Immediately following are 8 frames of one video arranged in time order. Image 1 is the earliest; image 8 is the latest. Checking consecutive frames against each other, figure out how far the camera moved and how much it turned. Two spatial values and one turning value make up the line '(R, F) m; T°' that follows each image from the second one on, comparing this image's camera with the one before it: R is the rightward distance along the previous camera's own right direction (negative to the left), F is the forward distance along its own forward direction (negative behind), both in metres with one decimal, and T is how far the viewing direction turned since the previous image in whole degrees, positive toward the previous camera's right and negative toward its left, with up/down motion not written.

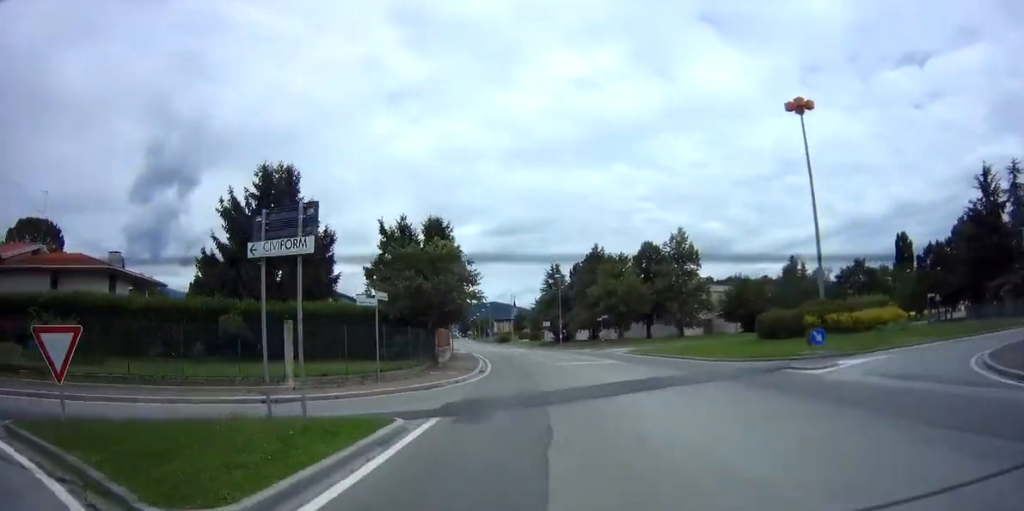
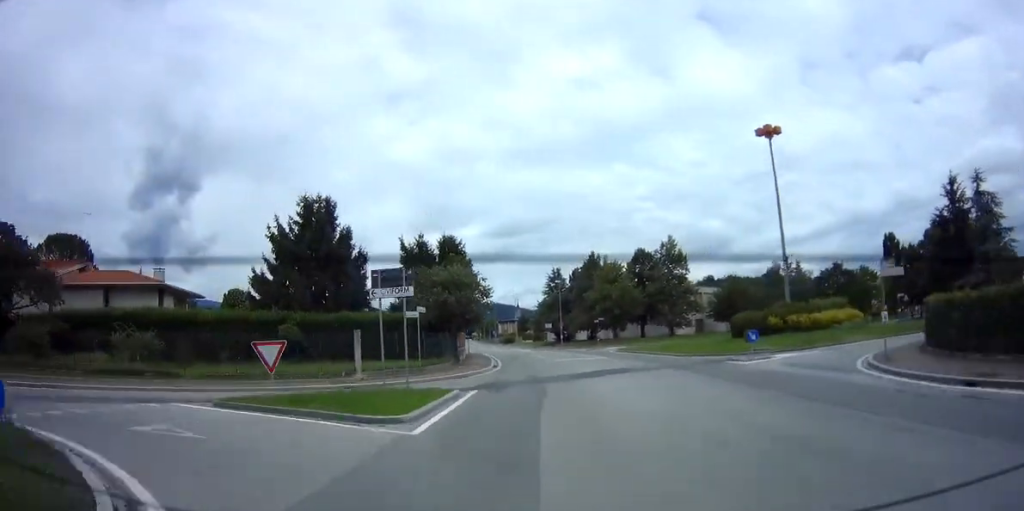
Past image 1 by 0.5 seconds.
(0.0, +6.4) m; -1°
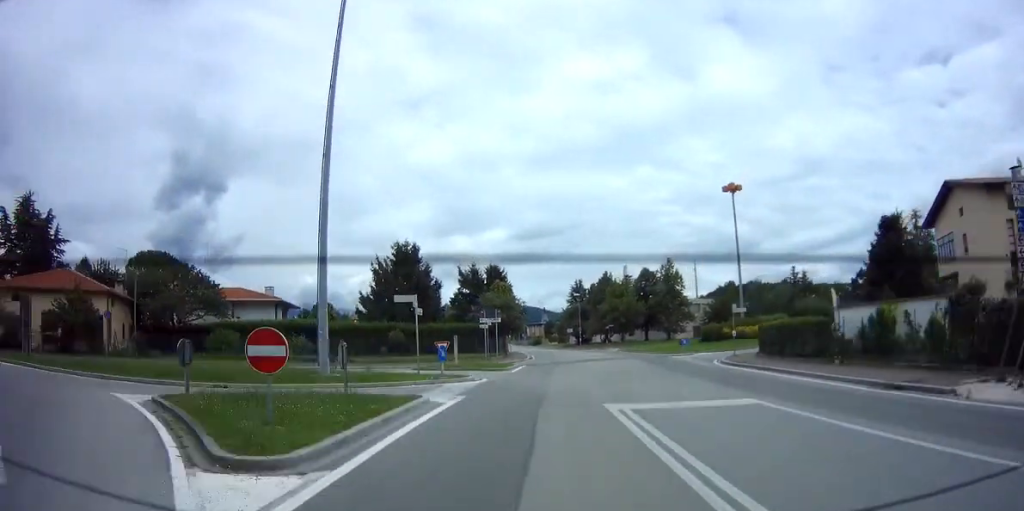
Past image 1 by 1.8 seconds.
(-0.4, +18.1) m; -3°
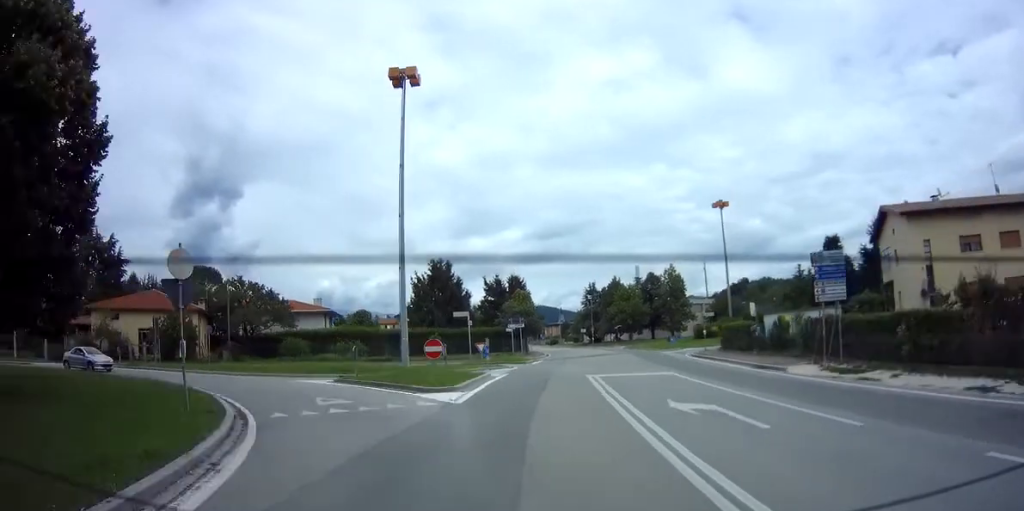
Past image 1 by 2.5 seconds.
(-0.1, +10.7) m; -2°
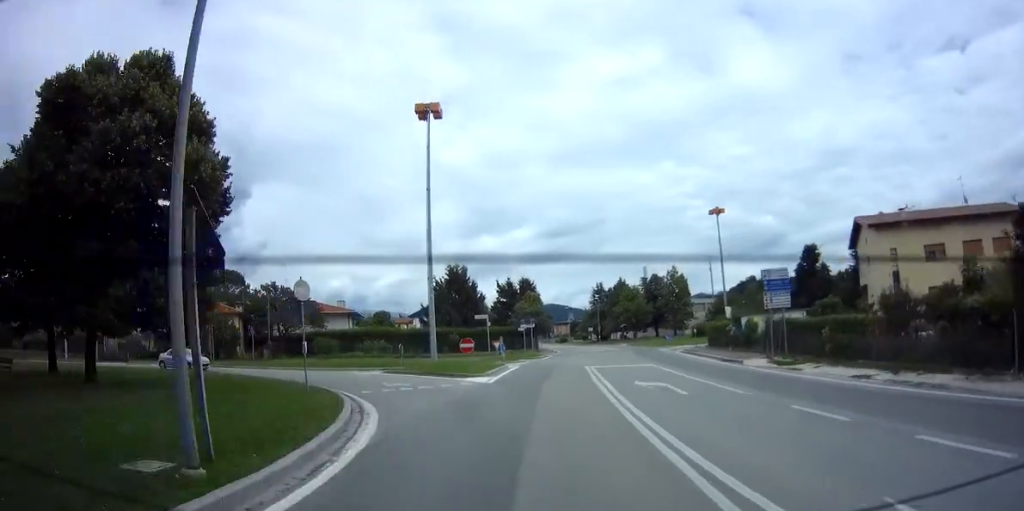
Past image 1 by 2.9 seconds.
(+0.1, +5.6) m; -1°
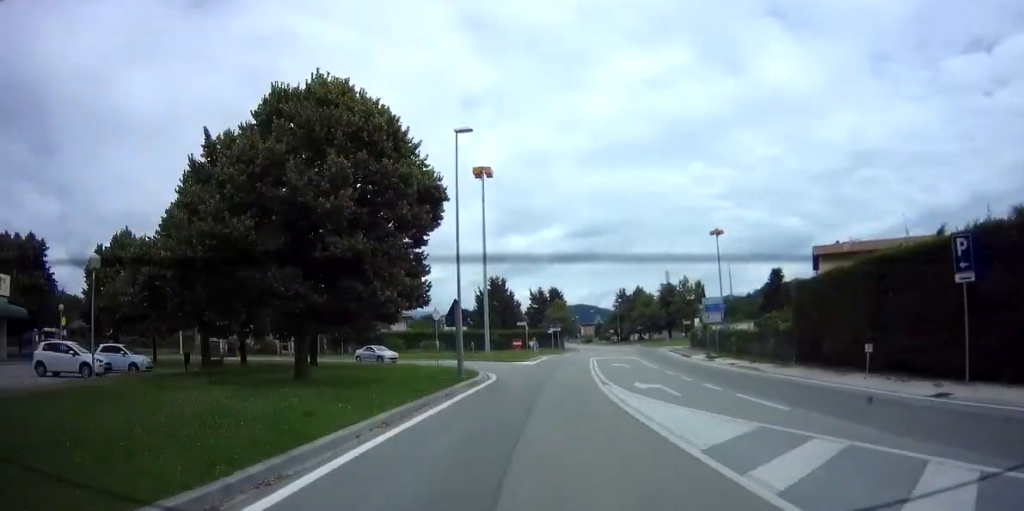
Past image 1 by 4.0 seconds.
(-0.7, +15.0) m; -2°
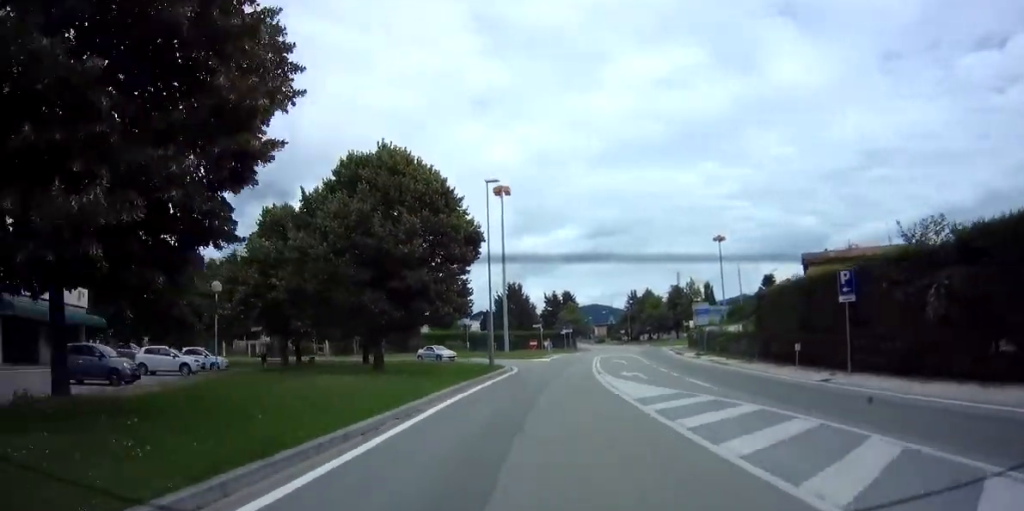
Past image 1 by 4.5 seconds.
(+0.1, +6.6) m; -1°
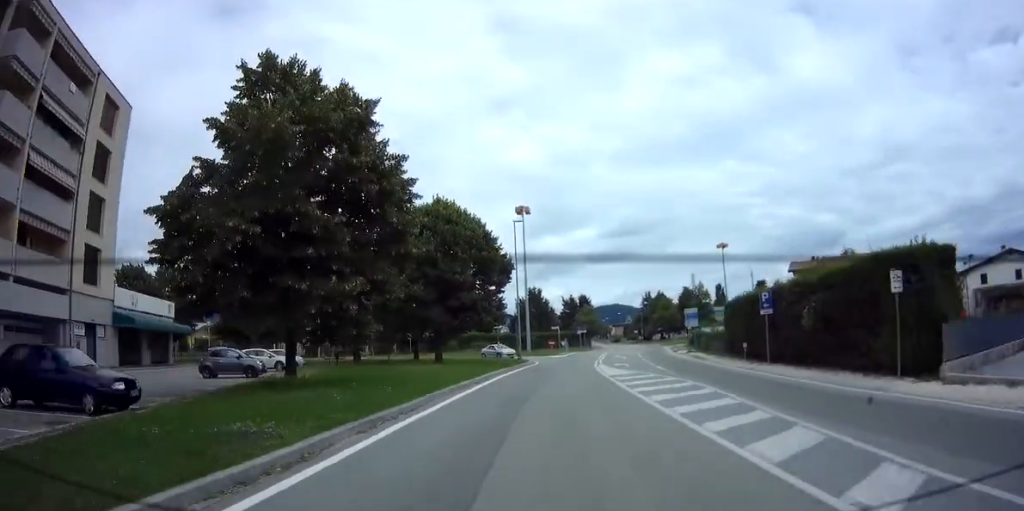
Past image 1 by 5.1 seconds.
(+0.3, +8.9) m; -2°
